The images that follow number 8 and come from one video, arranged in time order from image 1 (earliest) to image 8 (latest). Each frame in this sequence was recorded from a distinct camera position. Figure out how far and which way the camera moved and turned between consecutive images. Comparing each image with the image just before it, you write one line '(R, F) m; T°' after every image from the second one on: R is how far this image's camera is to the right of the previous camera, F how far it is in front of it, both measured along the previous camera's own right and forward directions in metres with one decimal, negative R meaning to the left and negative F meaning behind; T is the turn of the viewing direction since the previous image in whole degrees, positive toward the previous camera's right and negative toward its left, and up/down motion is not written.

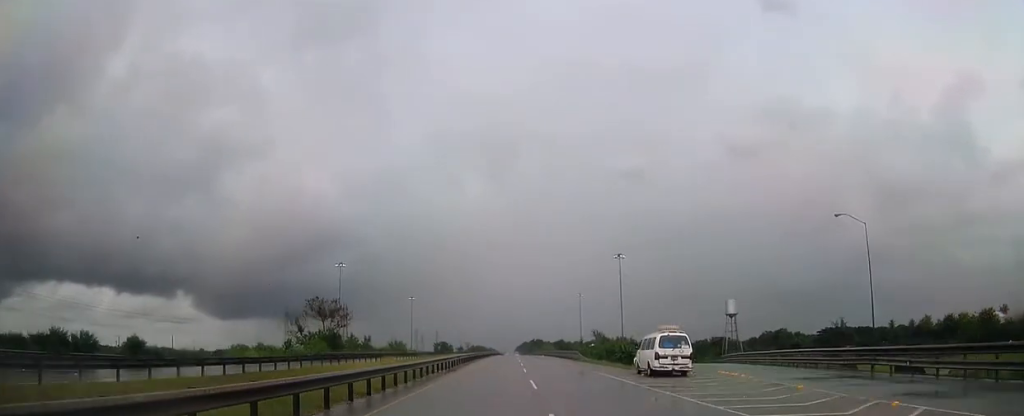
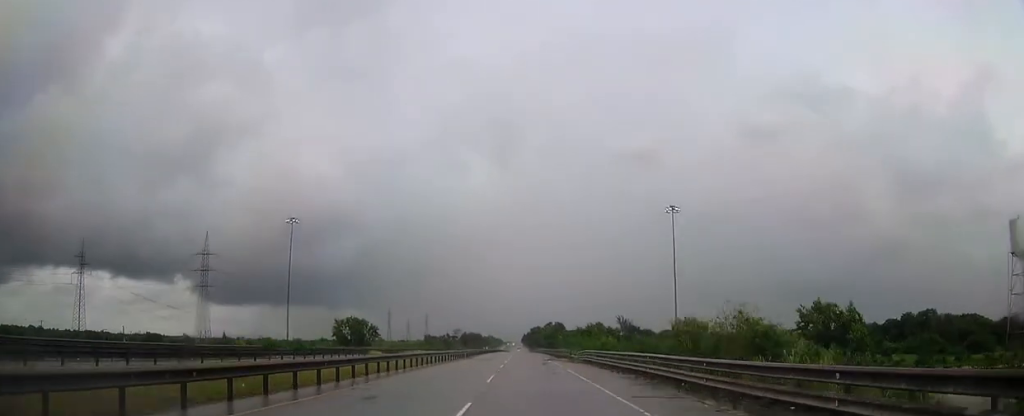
(-0.8, +154.2) m; -1°
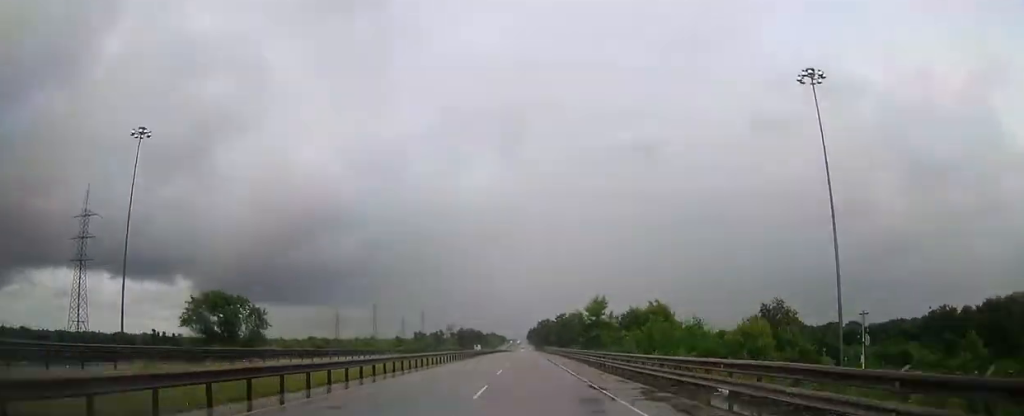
(-0.2, +57.7) m; 0°
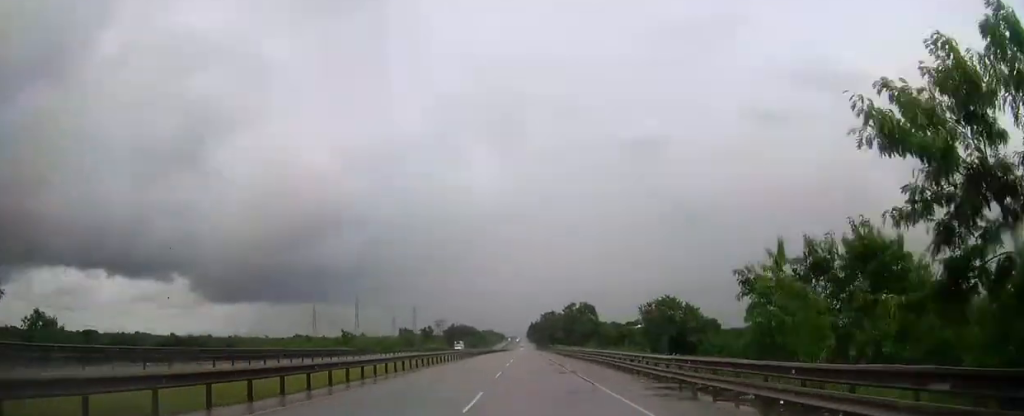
(0.0, +44.1) m; 0°
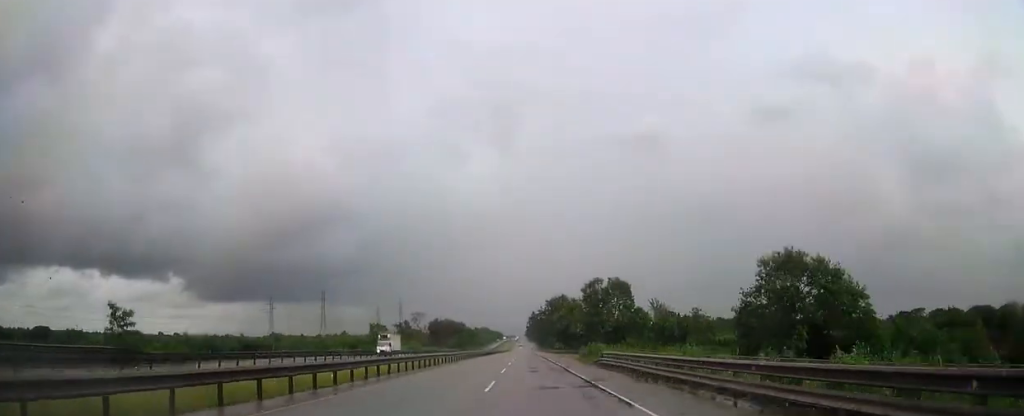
(-0.1, +58.9) m; 0°
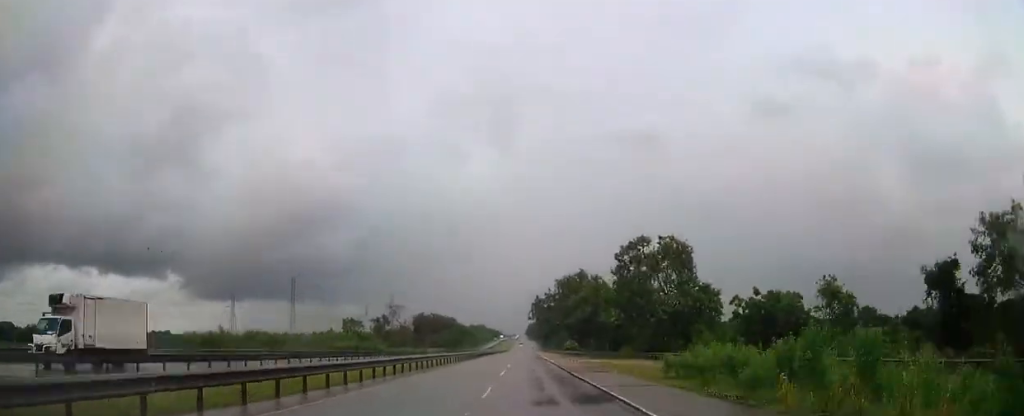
(0.0, +41.4) m; 0°
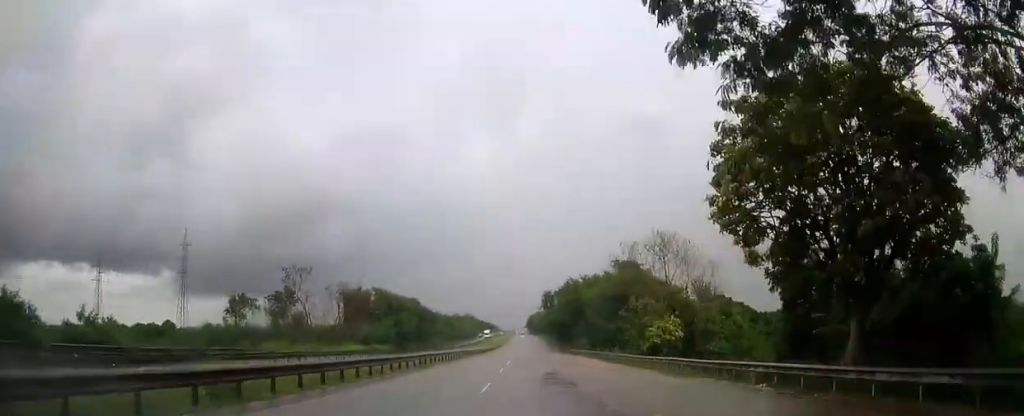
(+0.2, +90.3) m; 0°
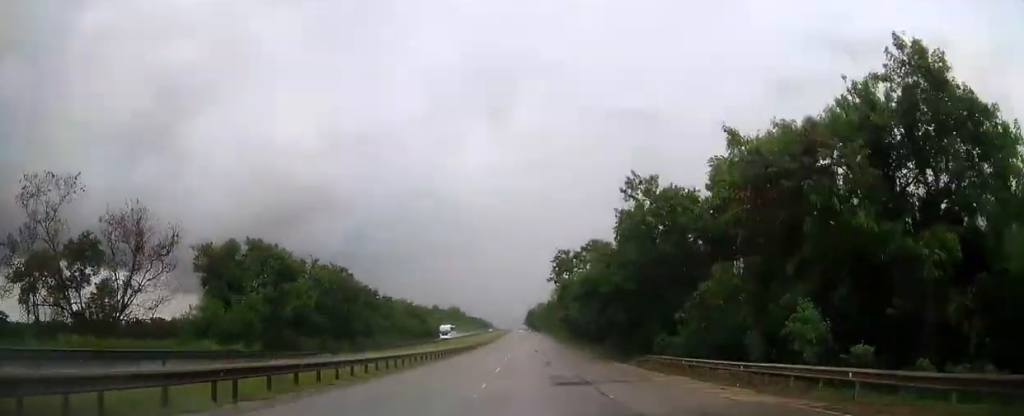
(+0.1, +66.2) m; 0°
